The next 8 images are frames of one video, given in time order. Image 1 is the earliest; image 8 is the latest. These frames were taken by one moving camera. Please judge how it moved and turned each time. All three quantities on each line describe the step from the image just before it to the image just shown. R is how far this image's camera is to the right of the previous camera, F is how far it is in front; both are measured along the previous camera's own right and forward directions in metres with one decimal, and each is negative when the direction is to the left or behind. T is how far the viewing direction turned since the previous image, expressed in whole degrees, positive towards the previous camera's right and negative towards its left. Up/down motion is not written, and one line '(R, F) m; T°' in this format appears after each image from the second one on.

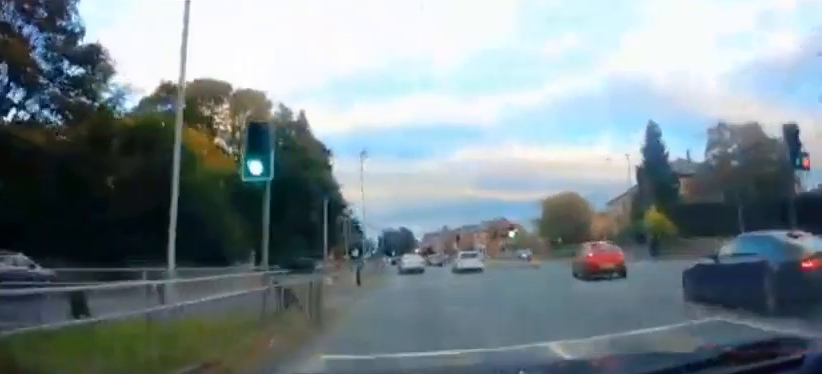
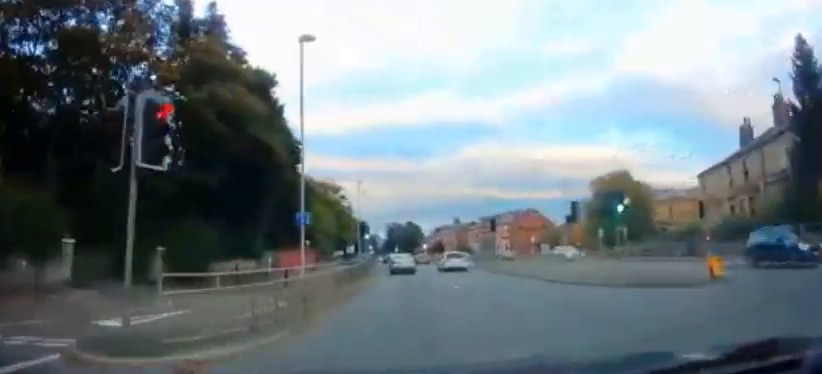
(-8.2, +20.6) m; -8°
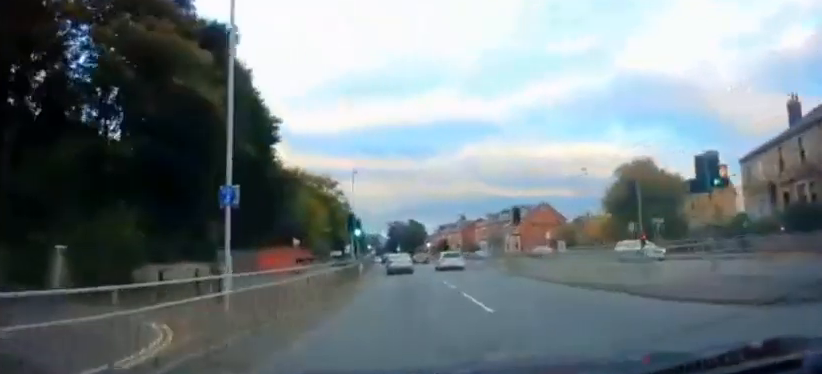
(+2.5, +8.3) m; +5°
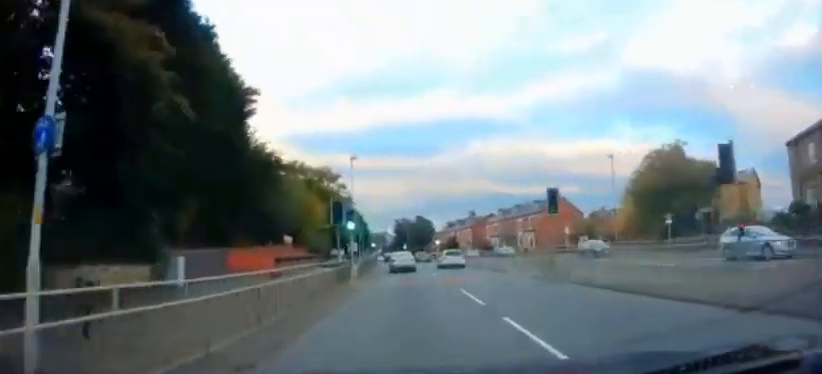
(+1.3, +6.7) m; +2°
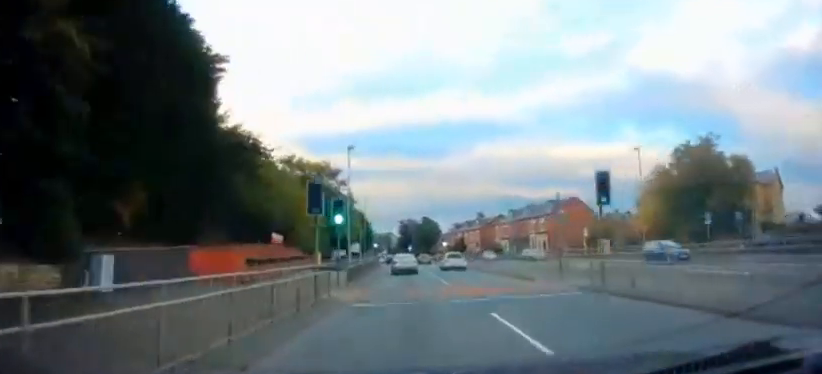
(-1.0, +5.8) m; -6°
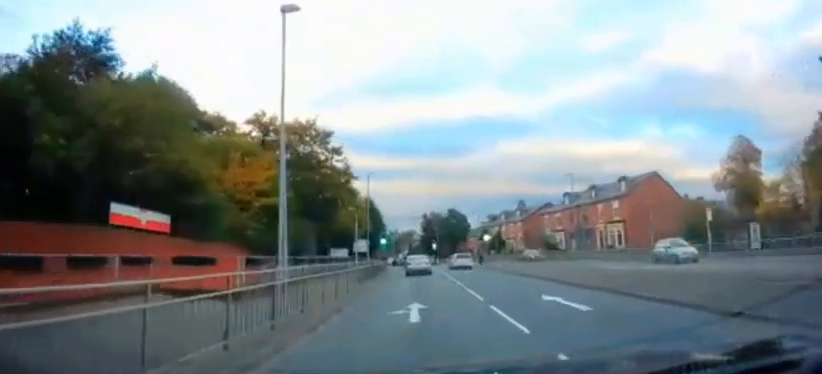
(-3.7, +24.6) m; -11°
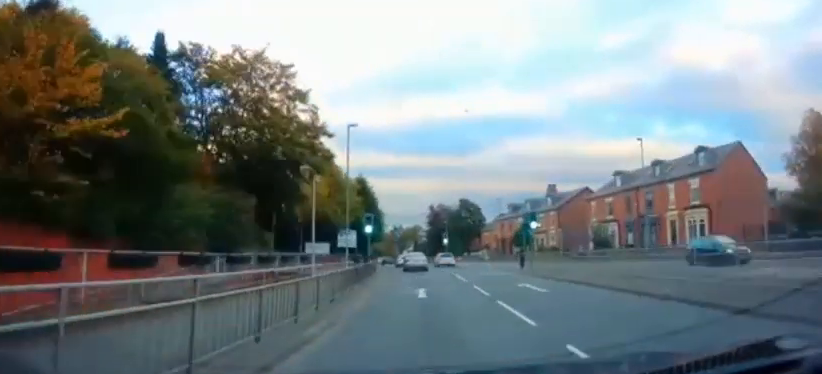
(-0.2, +18.5) m; -2°
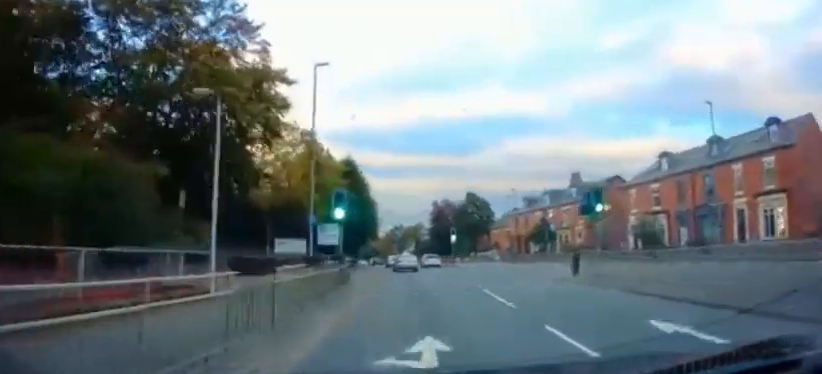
(-0.3, +10.8) m; -2°
